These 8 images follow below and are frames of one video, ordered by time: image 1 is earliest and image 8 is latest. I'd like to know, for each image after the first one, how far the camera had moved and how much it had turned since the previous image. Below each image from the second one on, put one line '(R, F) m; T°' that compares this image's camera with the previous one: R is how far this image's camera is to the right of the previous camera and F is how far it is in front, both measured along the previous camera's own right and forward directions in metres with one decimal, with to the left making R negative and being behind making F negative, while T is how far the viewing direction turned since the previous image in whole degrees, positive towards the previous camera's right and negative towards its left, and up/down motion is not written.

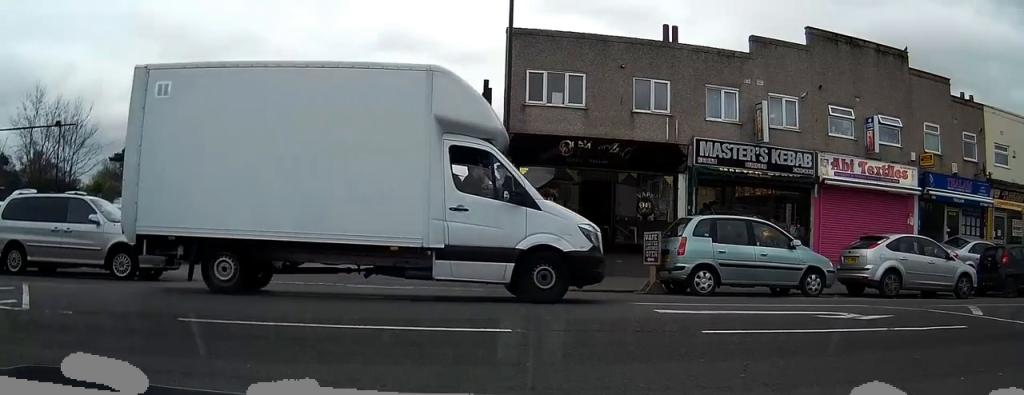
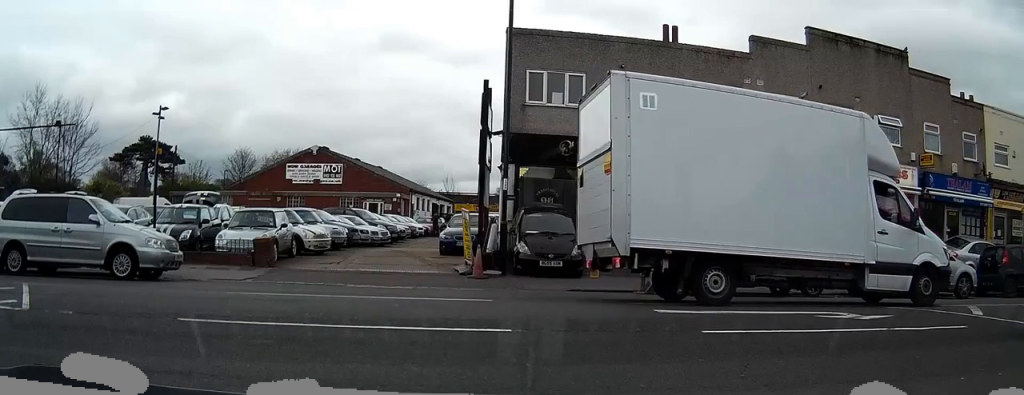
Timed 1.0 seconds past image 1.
(0.0, 0.0) m; 0°
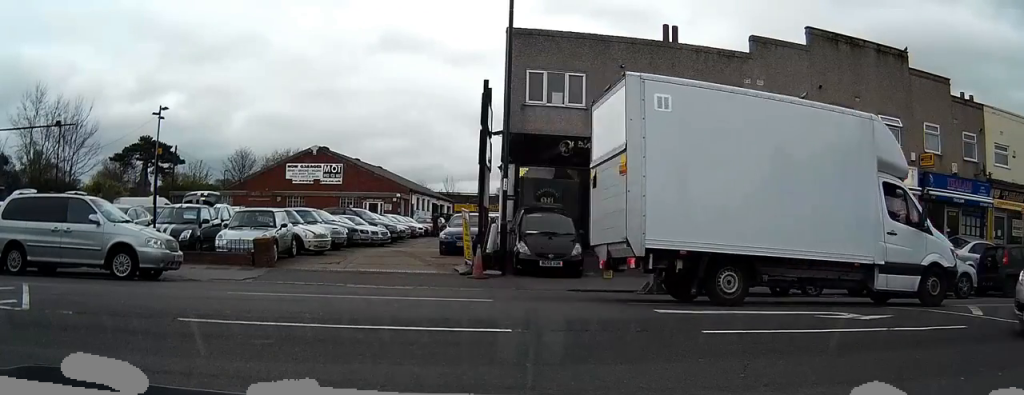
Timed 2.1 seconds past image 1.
(0.0, 0.0) m; 0°
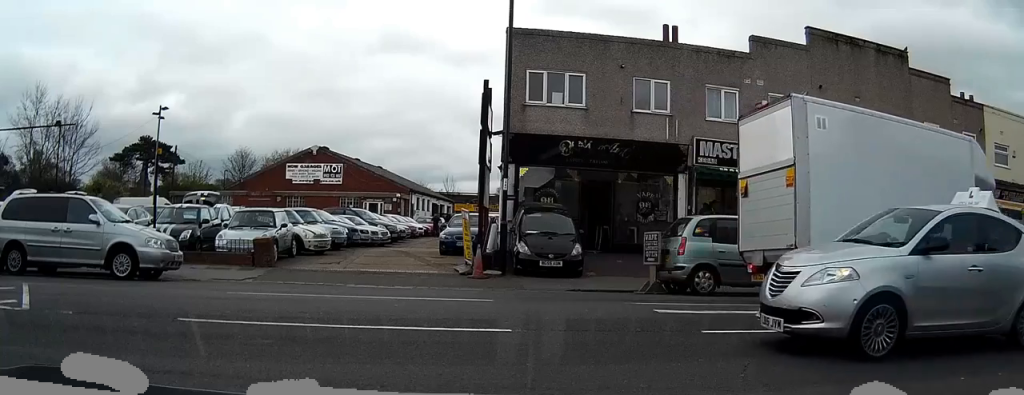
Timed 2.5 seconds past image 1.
(0.0, 0.0) m; 0°
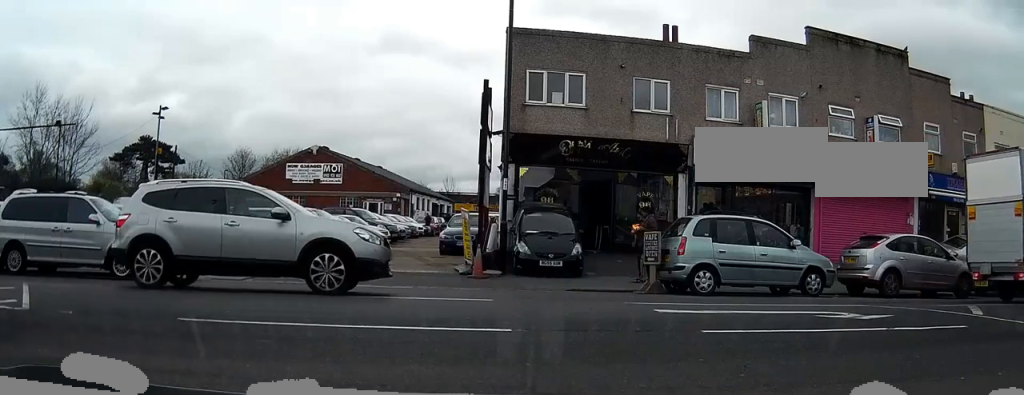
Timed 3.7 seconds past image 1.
(0.0, 0.0) m; 0°
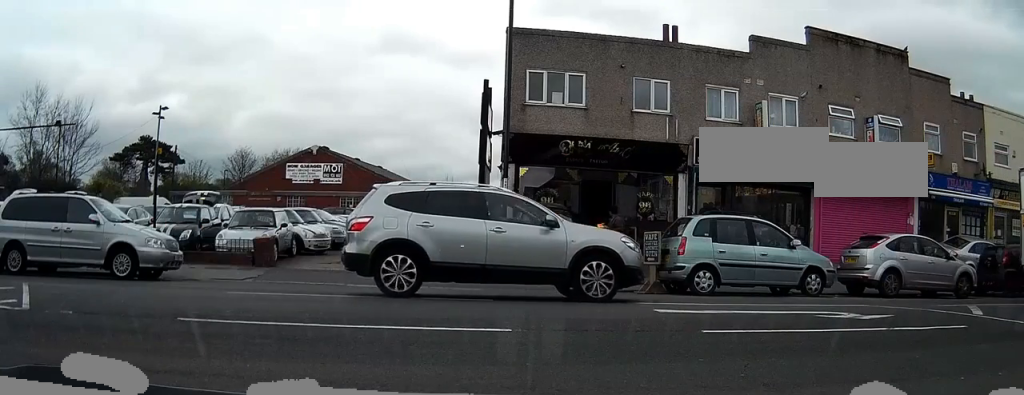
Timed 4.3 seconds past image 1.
(0.0, 0.0) m; 0°
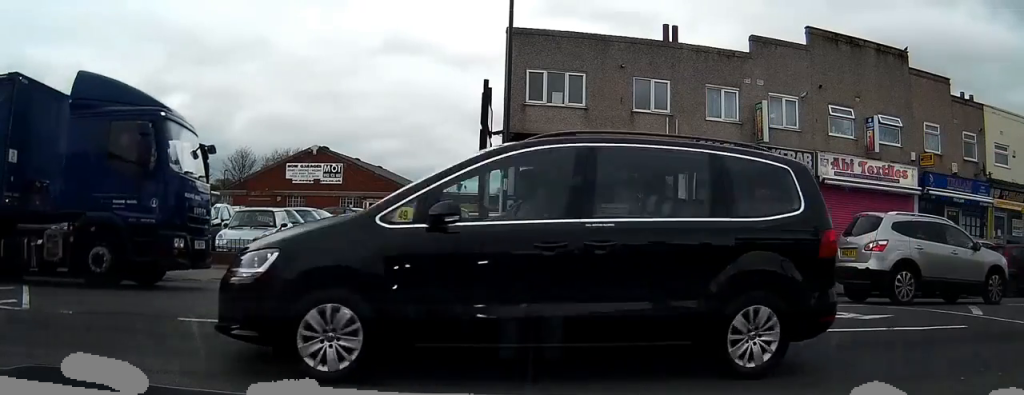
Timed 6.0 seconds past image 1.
(0.0, 0.0) m; 0°
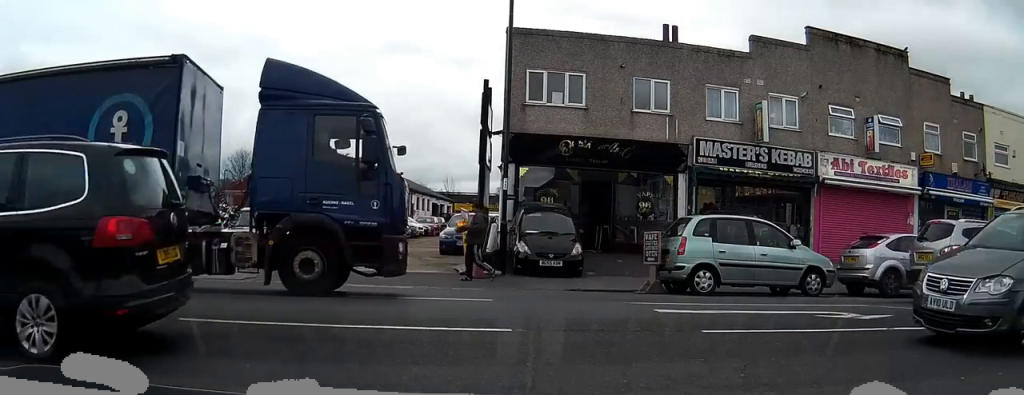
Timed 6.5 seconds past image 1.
(0.0, 0.0) m; 0°
